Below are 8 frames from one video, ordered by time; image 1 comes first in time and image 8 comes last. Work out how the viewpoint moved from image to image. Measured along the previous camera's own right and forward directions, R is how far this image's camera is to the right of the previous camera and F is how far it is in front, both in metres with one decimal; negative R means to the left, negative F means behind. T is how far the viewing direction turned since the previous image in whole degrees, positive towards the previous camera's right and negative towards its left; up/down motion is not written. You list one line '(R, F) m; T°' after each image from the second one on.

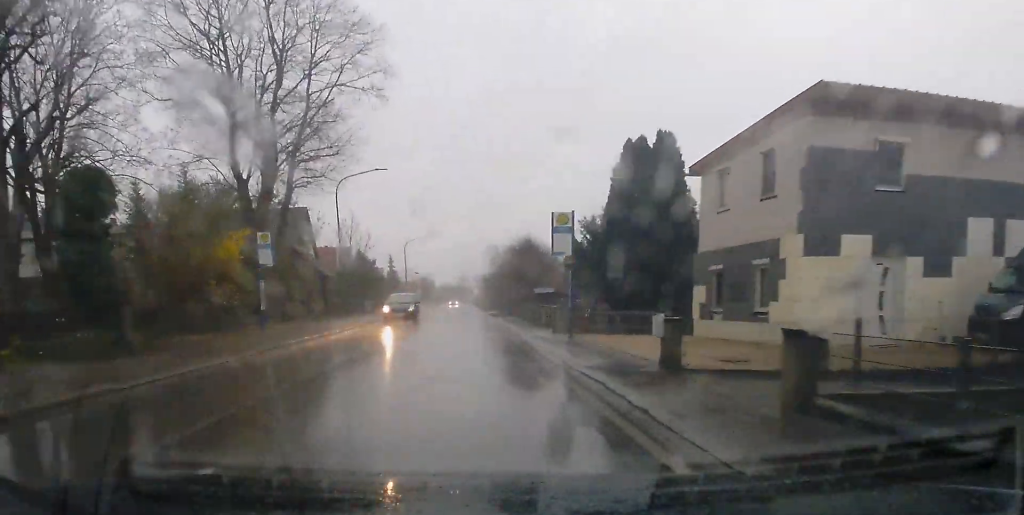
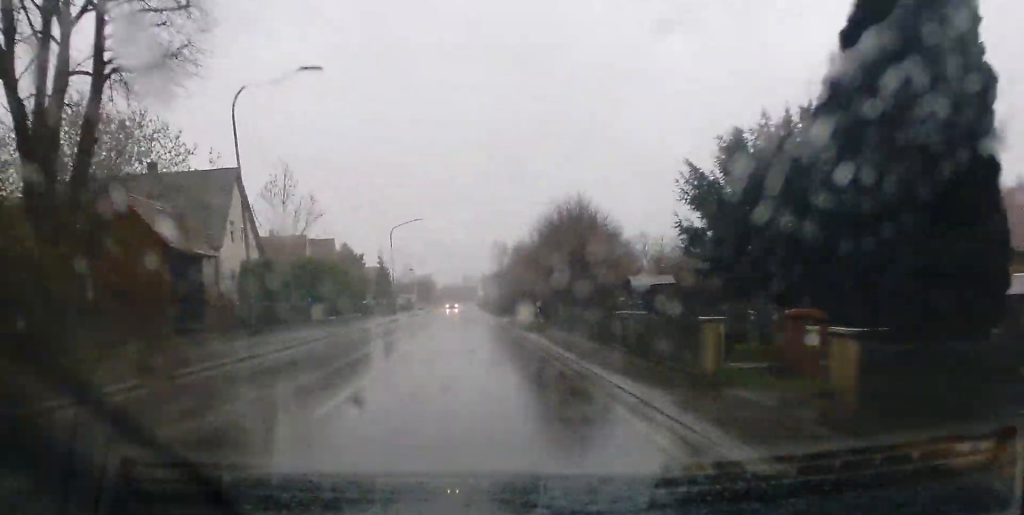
(+0.1, +21.5) m; -1°
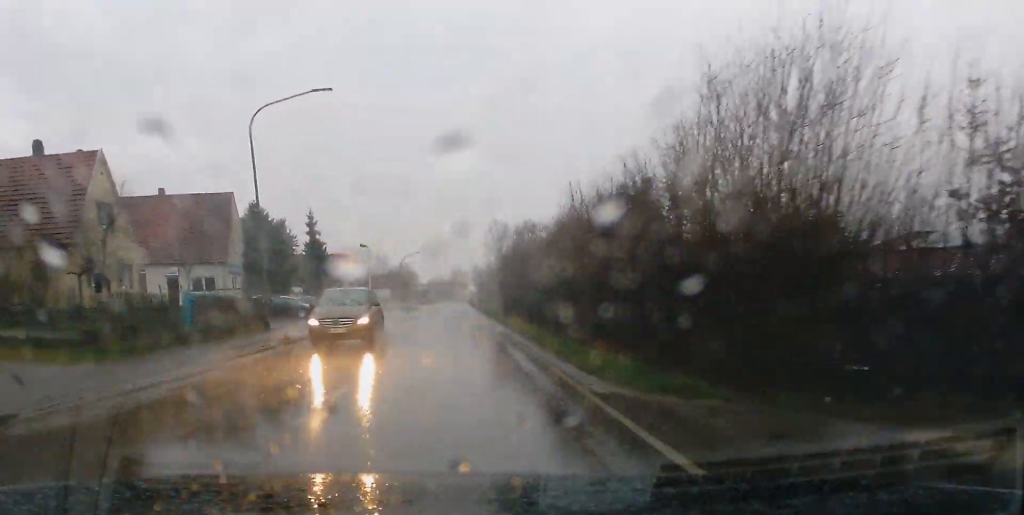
(-0.9, +45.8) m; -1°
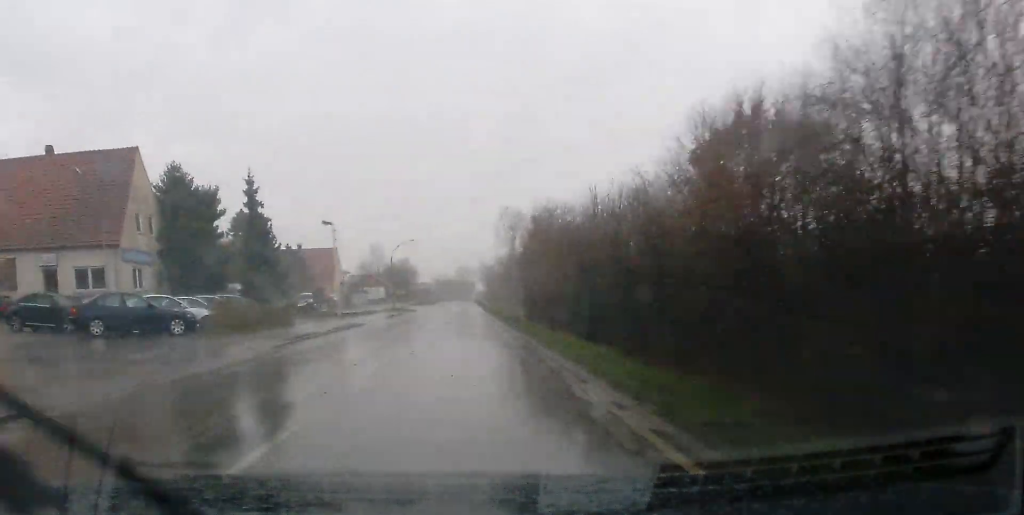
(0.0, +21.5) m; 0°
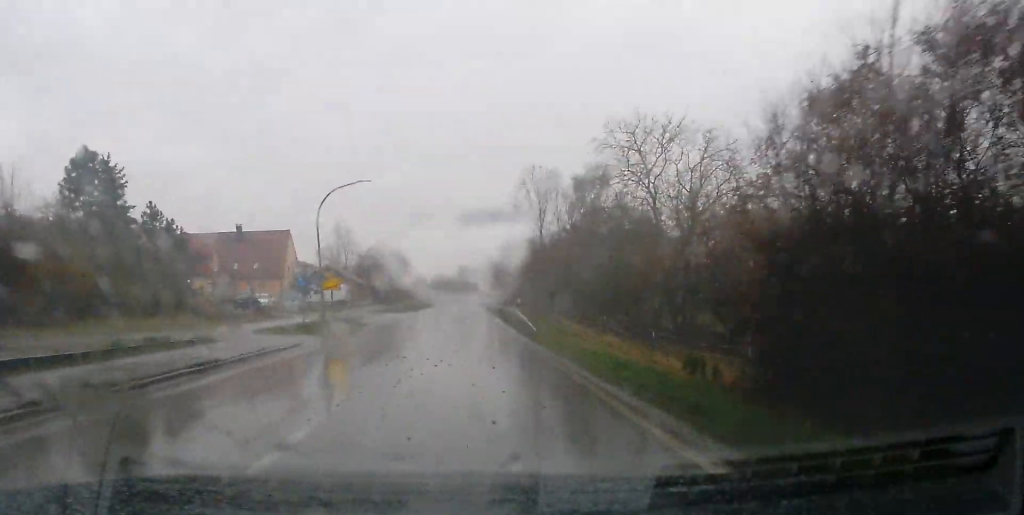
(+0.4, +46.0) m; +1°
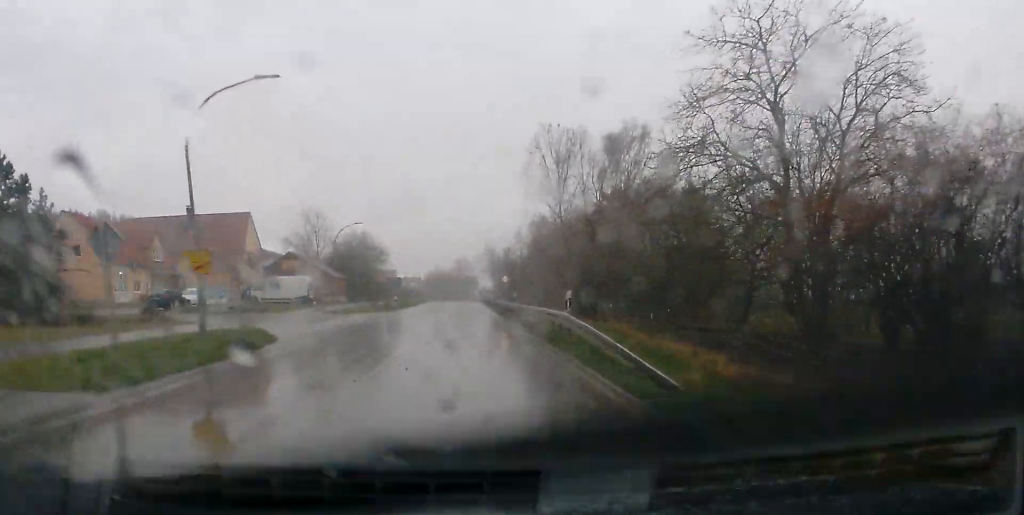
(+0.1, +20.4) m; 0°
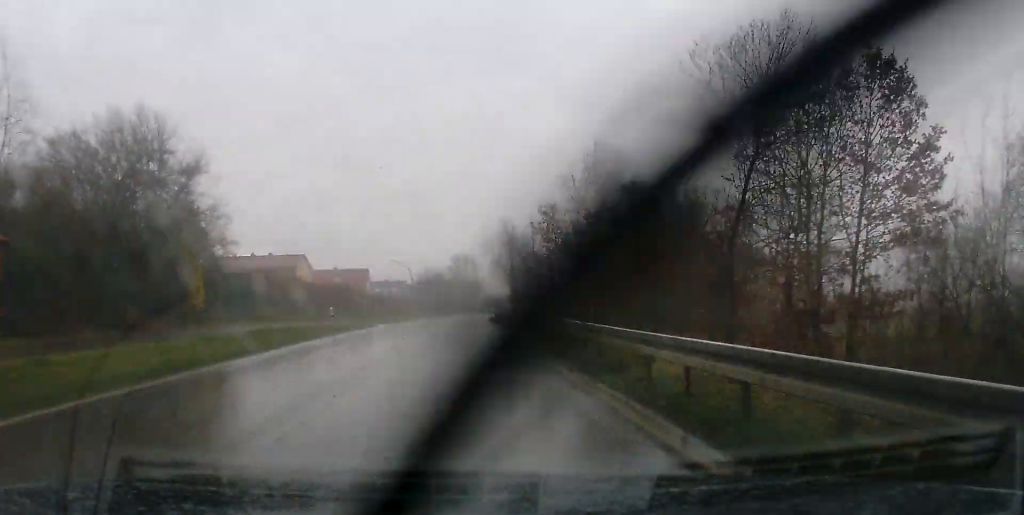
(+1.0, +65.8) m; +2°
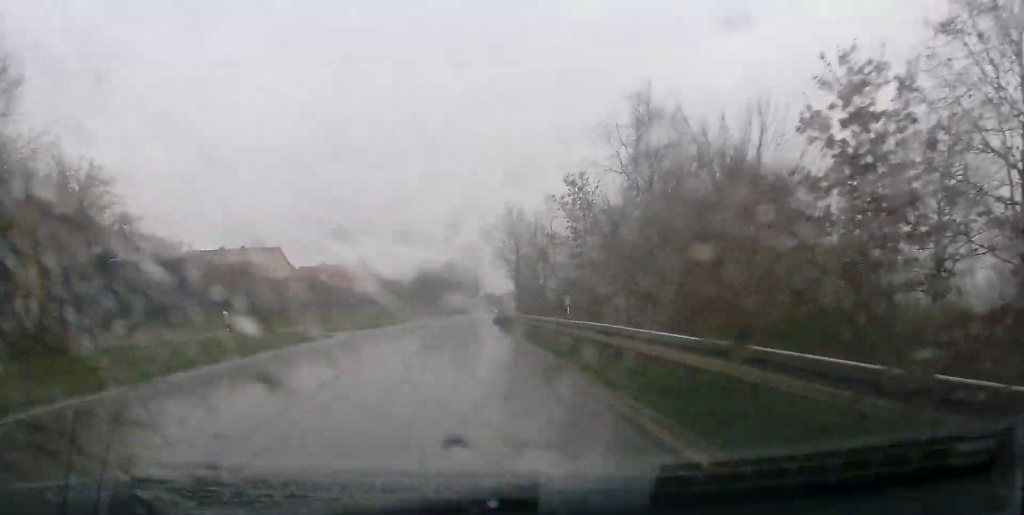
(0.0, +14.3) m; 0°
